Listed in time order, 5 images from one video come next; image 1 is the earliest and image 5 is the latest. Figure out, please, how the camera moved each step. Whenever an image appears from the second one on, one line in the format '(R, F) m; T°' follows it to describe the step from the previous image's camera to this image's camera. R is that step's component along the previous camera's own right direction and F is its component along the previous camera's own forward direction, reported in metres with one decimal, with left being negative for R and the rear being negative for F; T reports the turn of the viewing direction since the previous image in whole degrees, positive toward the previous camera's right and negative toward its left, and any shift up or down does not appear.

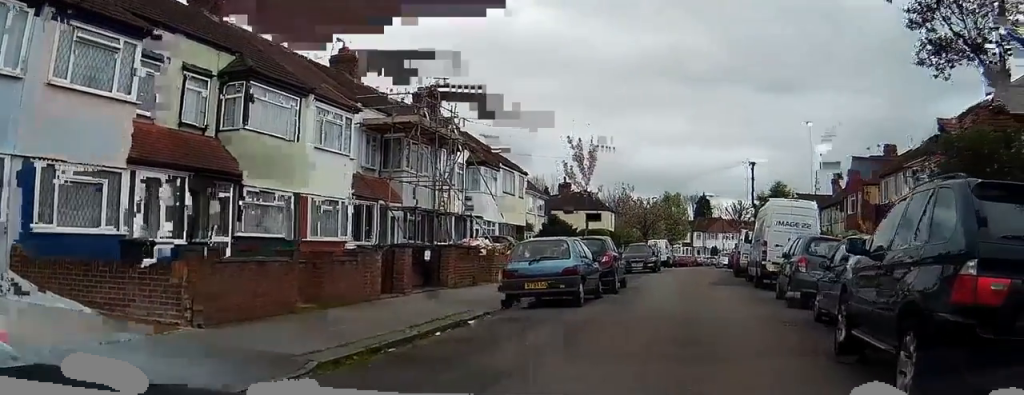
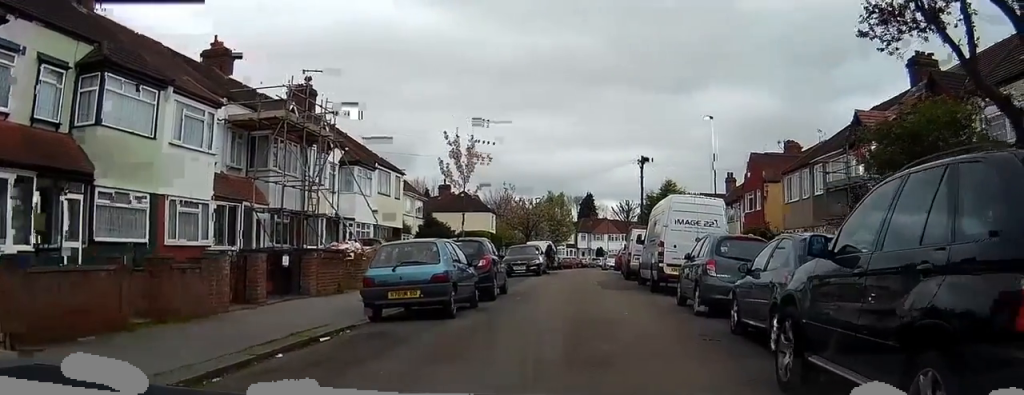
(+0.2, +2.2) m; +4°
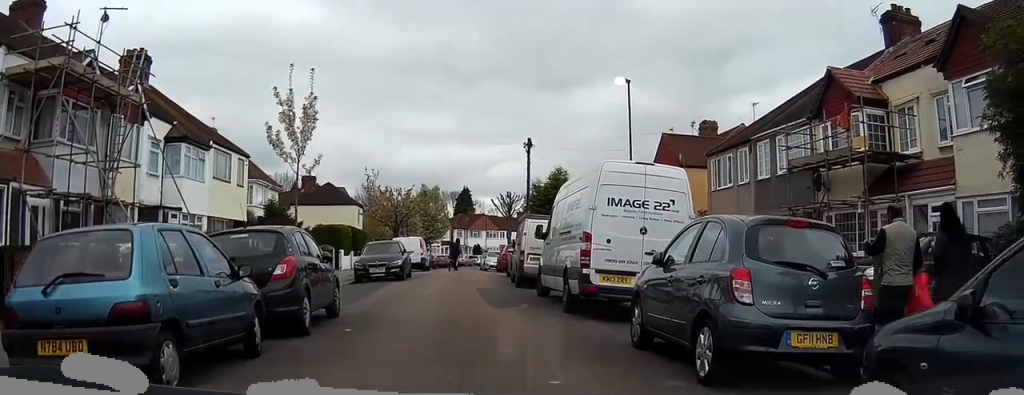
(+1.3, +7.9) m; +13°
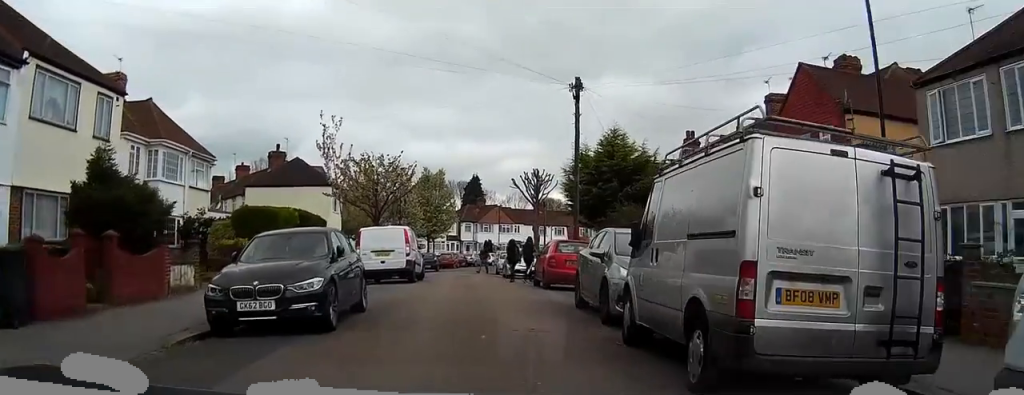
(-1.1, +16.2) m; -3°
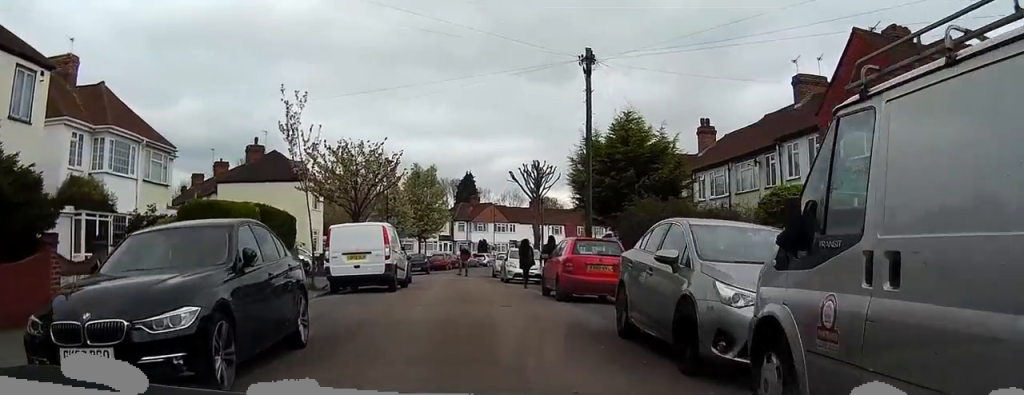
(+0.1, +4.4) m; +5°
